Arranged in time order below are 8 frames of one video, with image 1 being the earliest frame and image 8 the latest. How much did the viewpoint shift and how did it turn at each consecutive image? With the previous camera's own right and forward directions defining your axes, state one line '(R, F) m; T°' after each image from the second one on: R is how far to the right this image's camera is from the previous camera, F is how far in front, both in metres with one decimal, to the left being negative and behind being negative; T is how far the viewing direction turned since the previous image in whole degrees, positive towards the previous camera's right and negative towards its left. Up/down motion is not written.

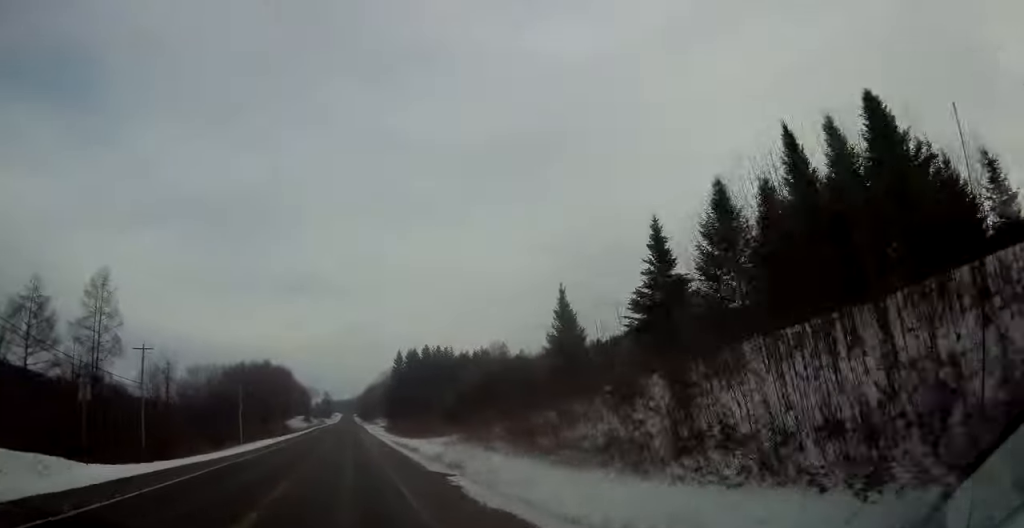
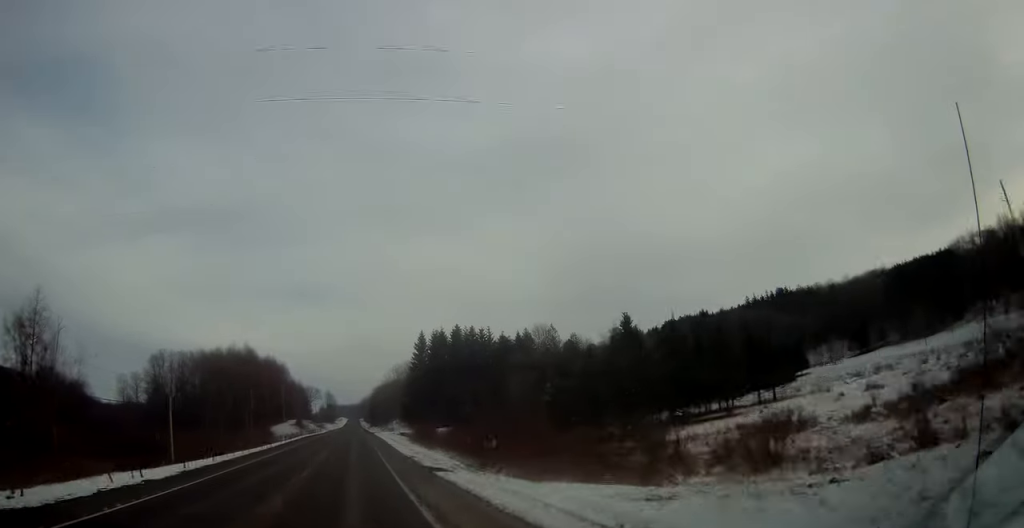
(+0.2, +45.2) m; 0°
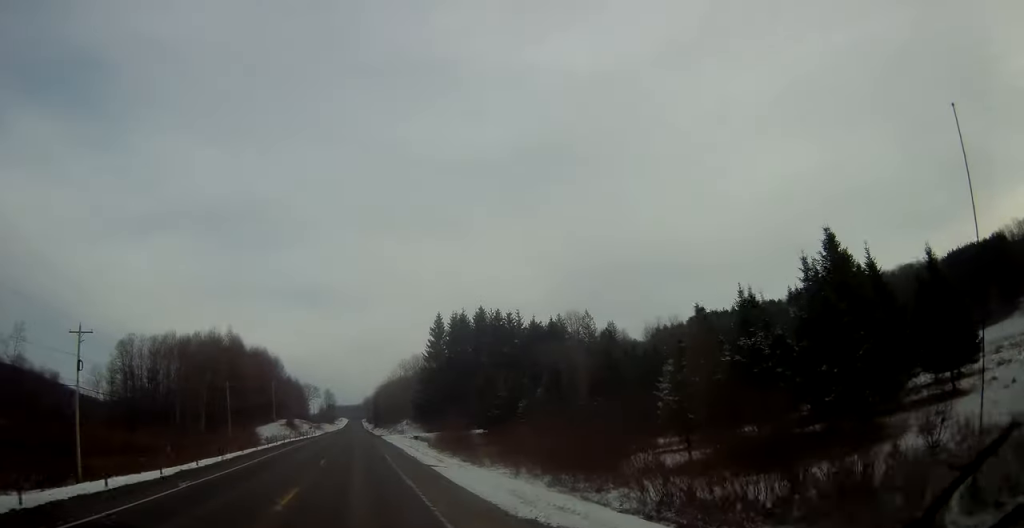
(-0.3, +24.0) m; -1°
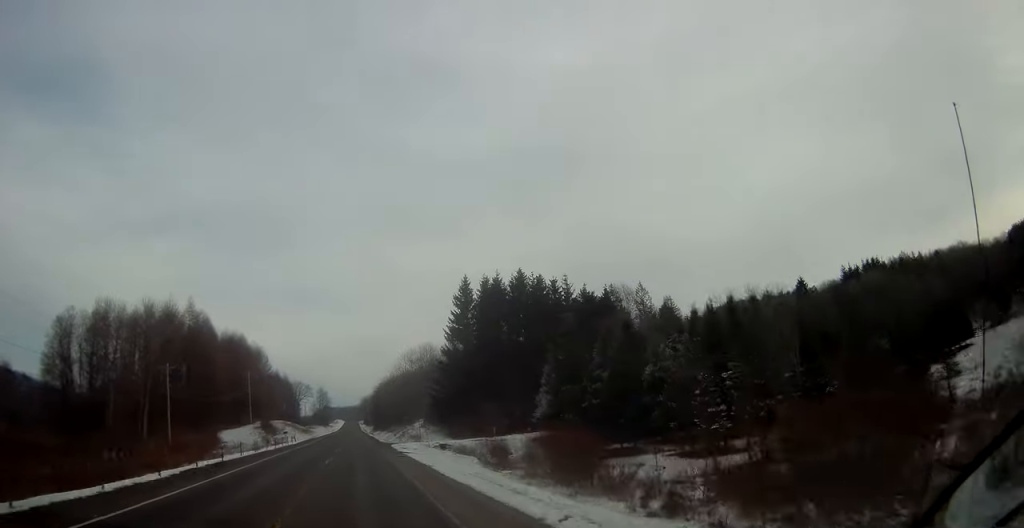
(+0.2, +30.0) m; +1°
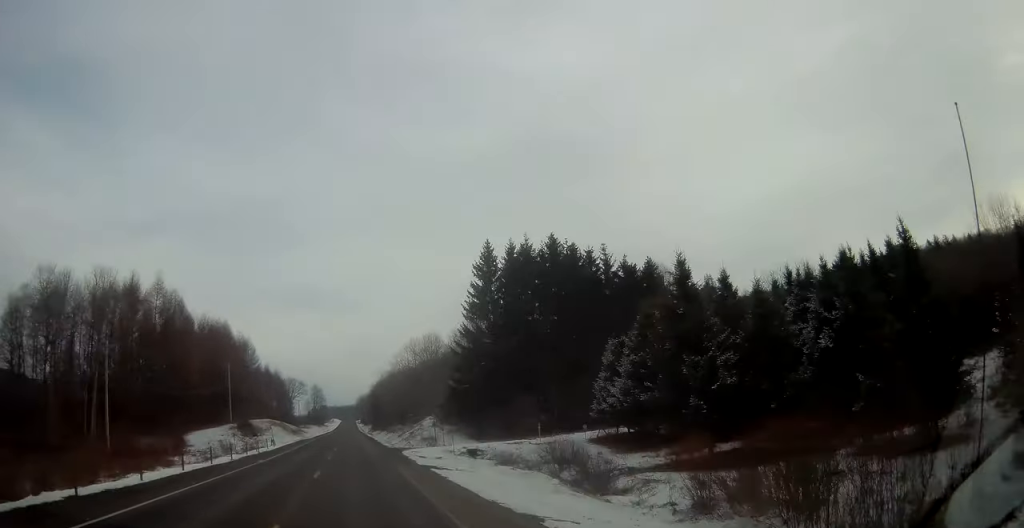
(+0.2, +16.2) m; 0°
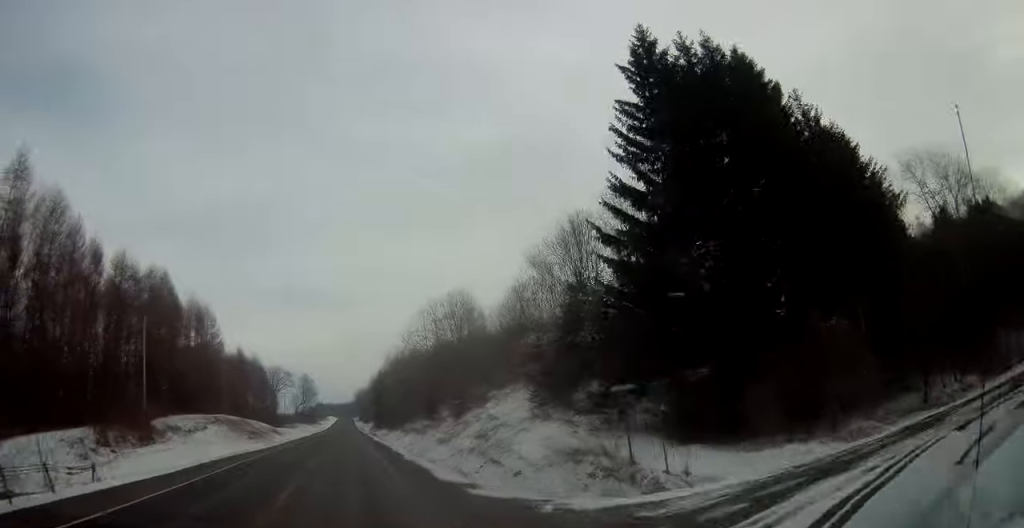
(-0.1, +41.5) m; 0°
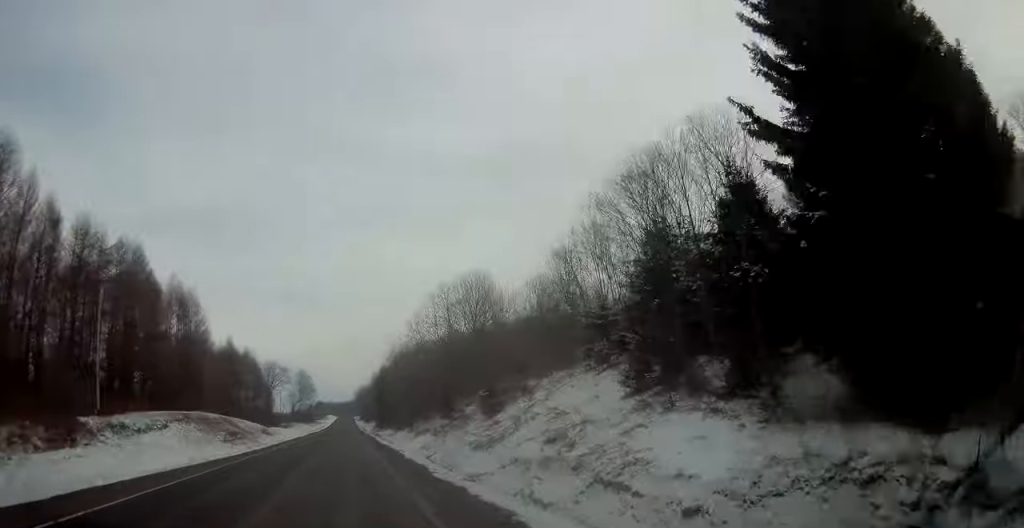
(+0.2, +12.2) m; 0°
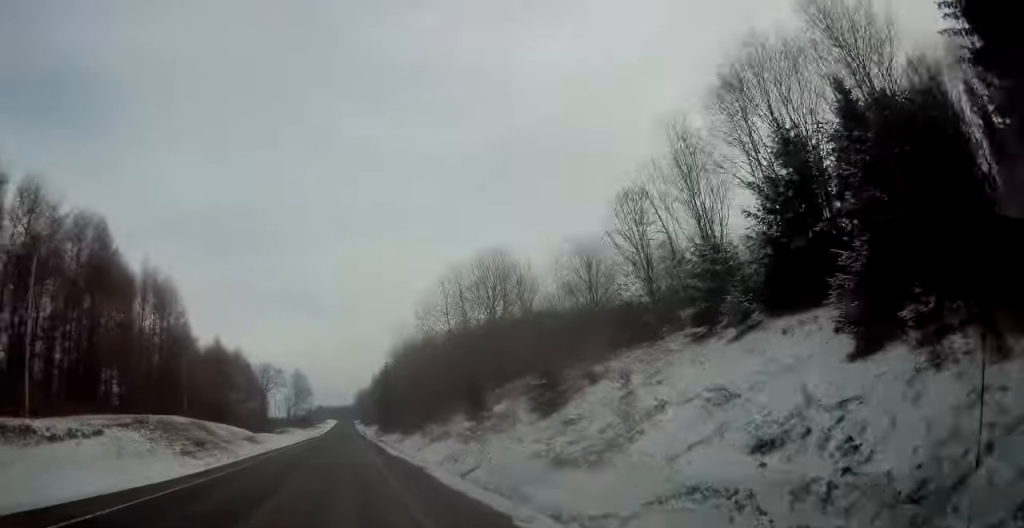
(-0.2, +12.2) m; 0°
